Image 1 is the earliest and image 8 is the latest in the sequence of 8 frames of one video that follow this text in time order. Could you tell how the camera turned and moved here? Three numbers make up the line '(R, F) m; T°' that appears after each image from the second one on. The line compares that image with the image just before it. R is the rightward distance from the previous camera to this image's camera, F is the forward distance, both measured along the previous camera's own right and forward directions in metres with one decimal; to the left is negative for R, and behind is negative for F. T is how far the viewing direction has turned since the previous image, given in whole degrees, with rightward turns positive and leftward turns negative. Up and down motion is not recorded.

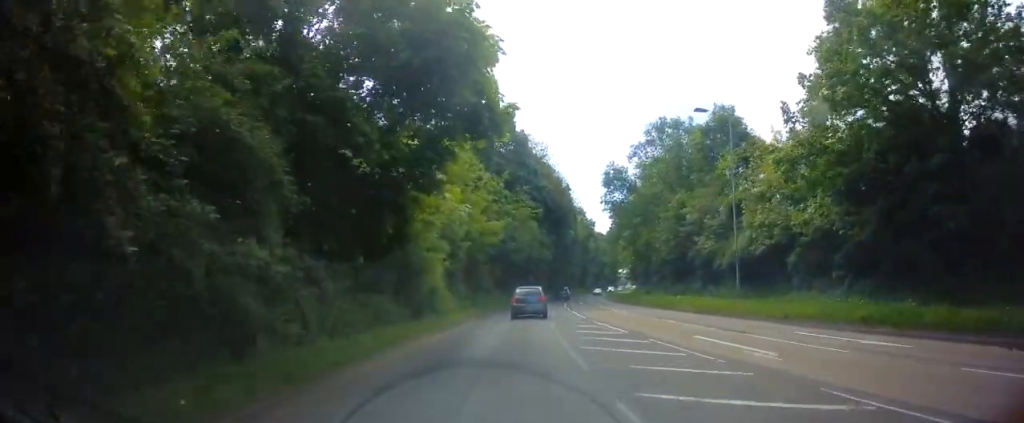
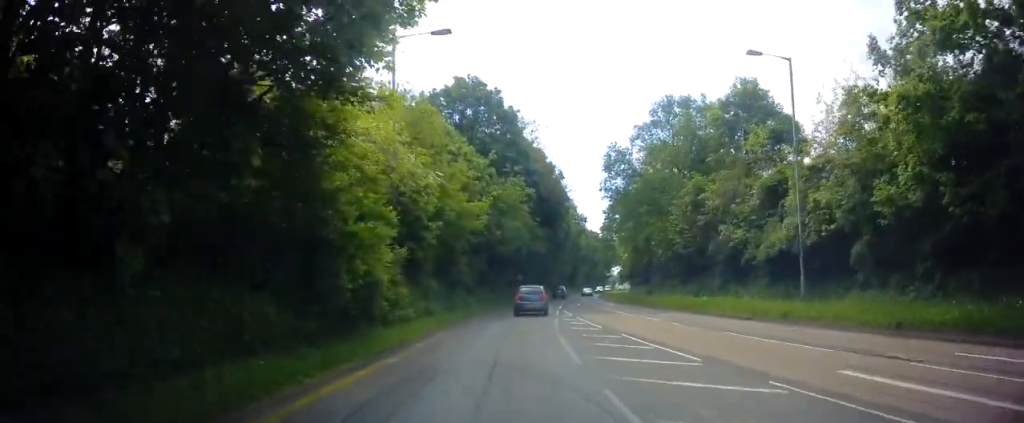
(+0.1, +7.6) m; +1°
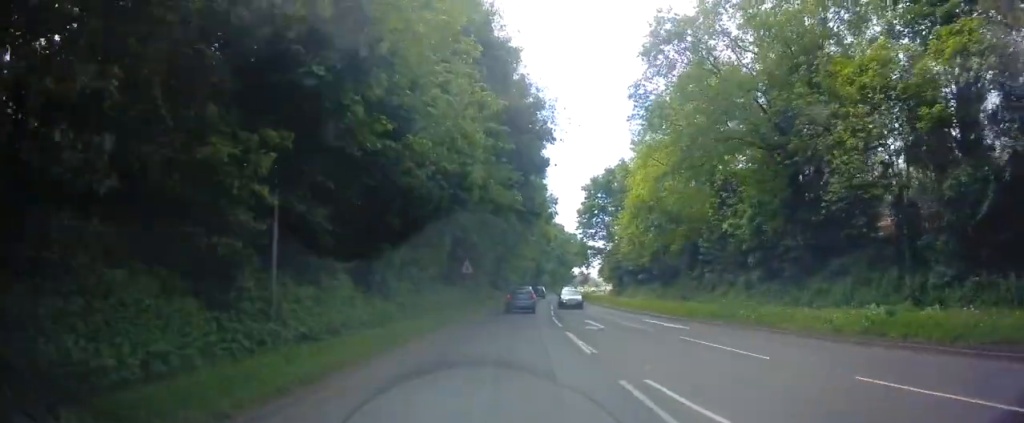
(+0.3, +27.0) m; +3°
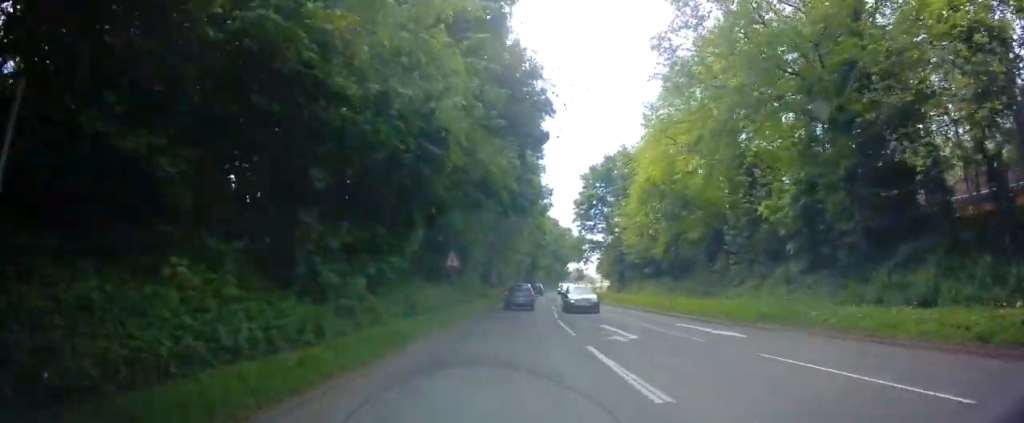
(+0.4, +5.5) m; +1°
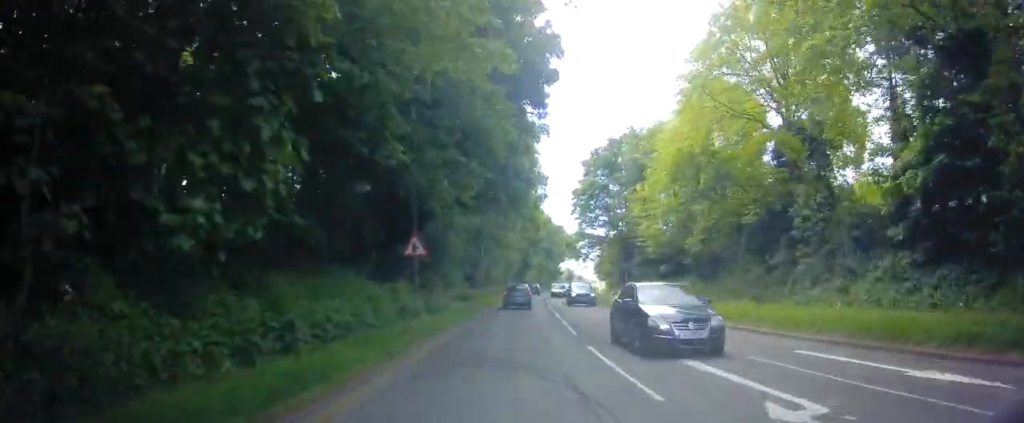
(-0.3, +9.2) m; 0°
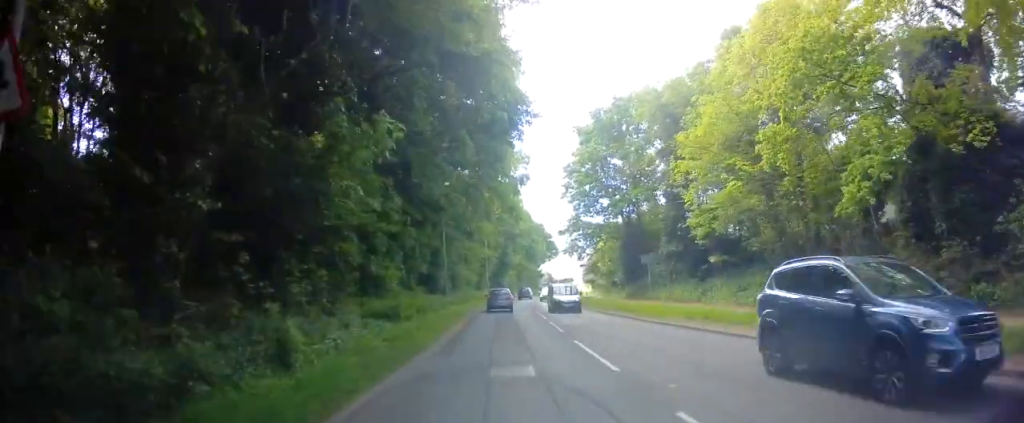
(+0.3, +16.1) m; +4°
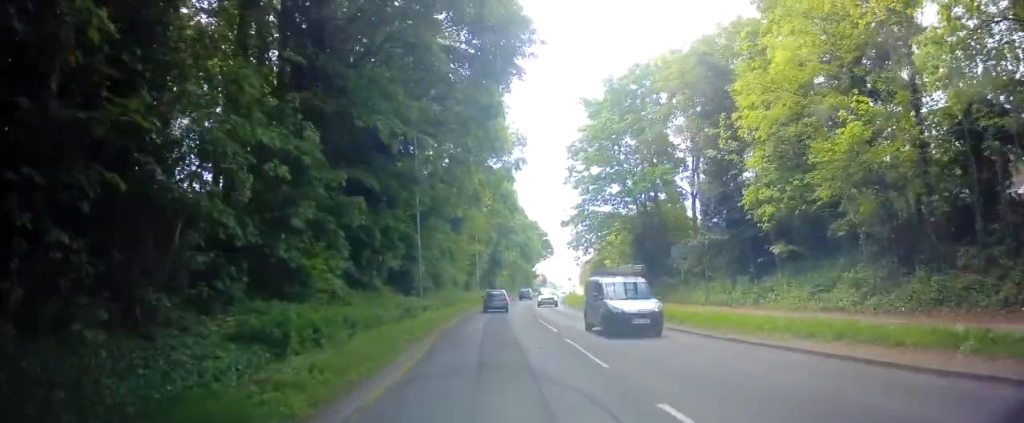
(+0.2, +8.3) m; +3°
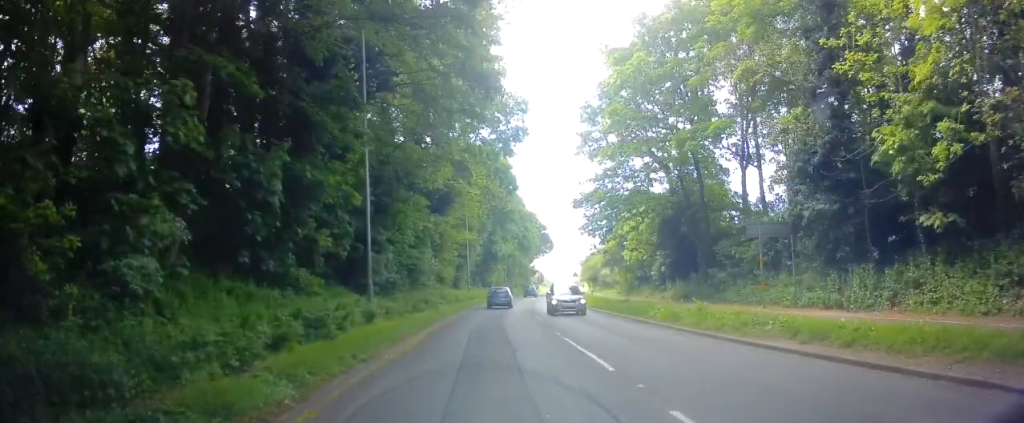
(+0.2, +9.8) m; +2°
